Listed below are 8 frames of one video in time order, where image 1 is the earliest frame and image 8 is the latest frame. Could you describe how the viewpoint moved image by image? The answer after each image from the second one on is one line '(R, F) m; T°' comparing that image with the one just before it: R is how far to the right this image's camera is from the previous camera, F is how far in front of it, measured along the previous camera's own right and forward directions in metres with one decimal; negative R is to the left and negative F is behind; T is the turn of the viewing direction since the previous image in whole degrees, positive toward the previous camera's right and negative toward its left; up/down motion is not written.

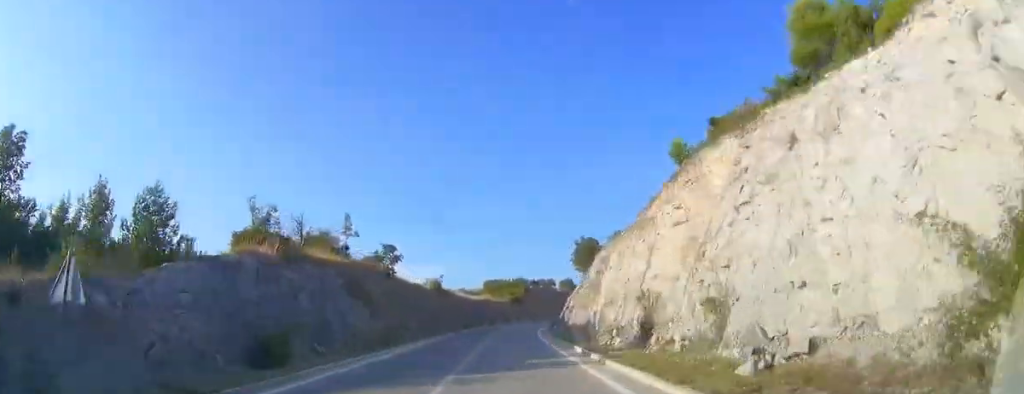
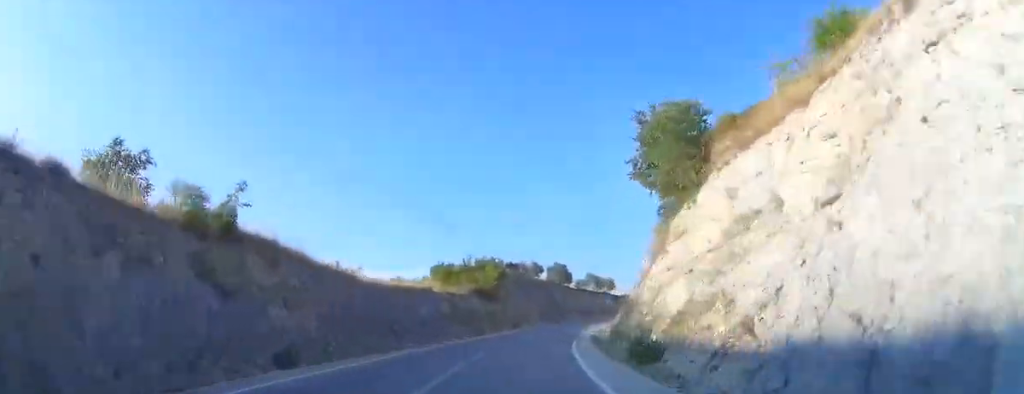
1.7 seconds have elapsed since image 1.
(-1.1, +43.5) m; +2°
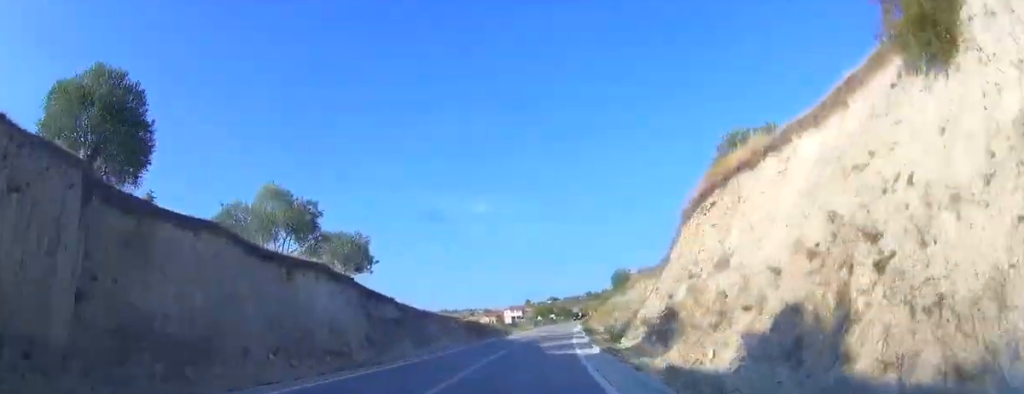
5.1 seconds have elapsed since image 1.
(+13.2, +73.4) m; +20°
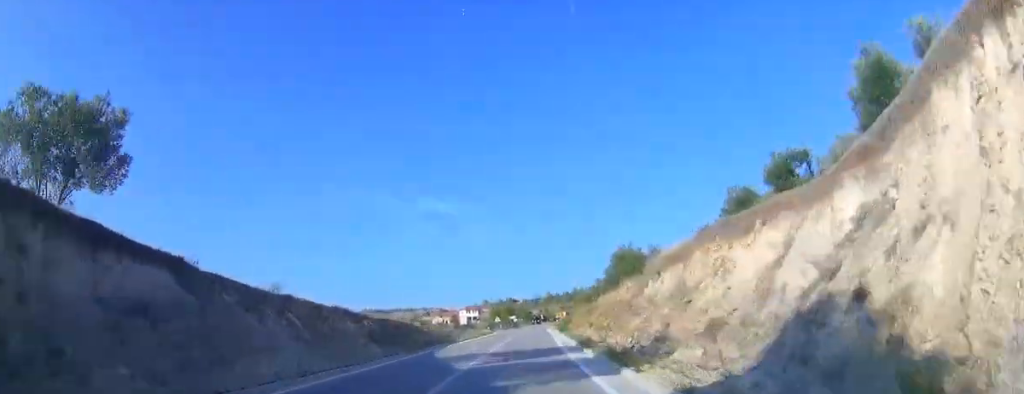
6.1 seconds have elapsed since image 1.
(+0.7, +20.7) m; +2°
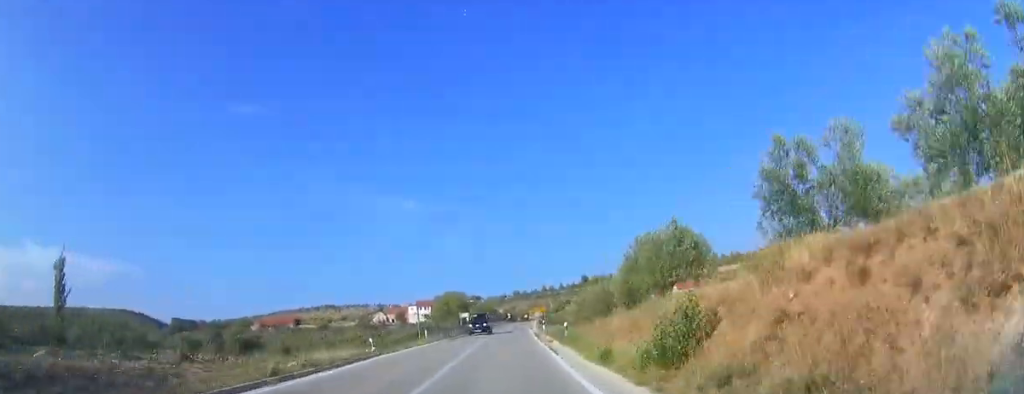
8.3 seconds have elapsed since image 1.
(+0.2, +43.5) m; +2°
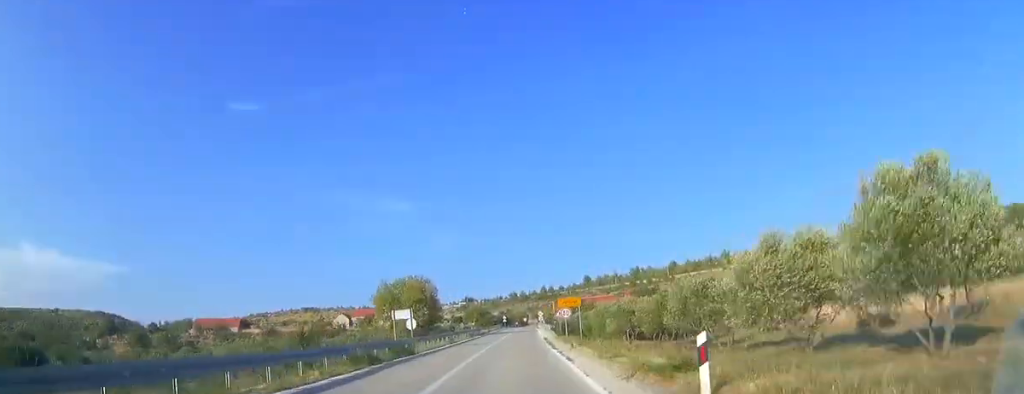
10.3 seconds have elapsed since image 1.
(+1.3, +38.1) m; +4°
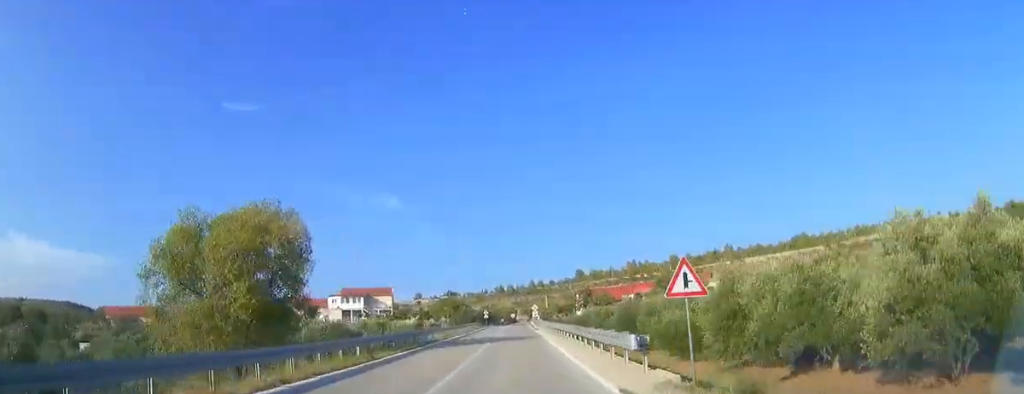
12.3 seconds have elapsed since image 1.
(+1.3, +34.7) m; +3°
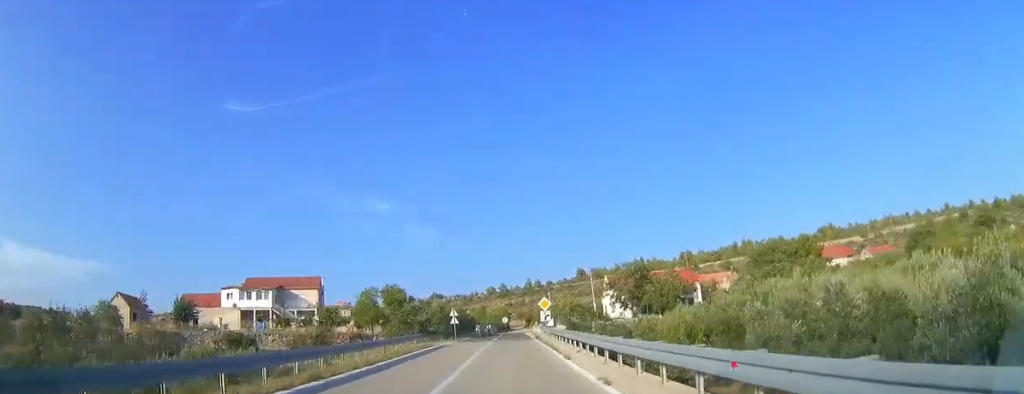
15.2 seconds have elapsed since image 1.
(+0.5, +45.4) m; +1°
